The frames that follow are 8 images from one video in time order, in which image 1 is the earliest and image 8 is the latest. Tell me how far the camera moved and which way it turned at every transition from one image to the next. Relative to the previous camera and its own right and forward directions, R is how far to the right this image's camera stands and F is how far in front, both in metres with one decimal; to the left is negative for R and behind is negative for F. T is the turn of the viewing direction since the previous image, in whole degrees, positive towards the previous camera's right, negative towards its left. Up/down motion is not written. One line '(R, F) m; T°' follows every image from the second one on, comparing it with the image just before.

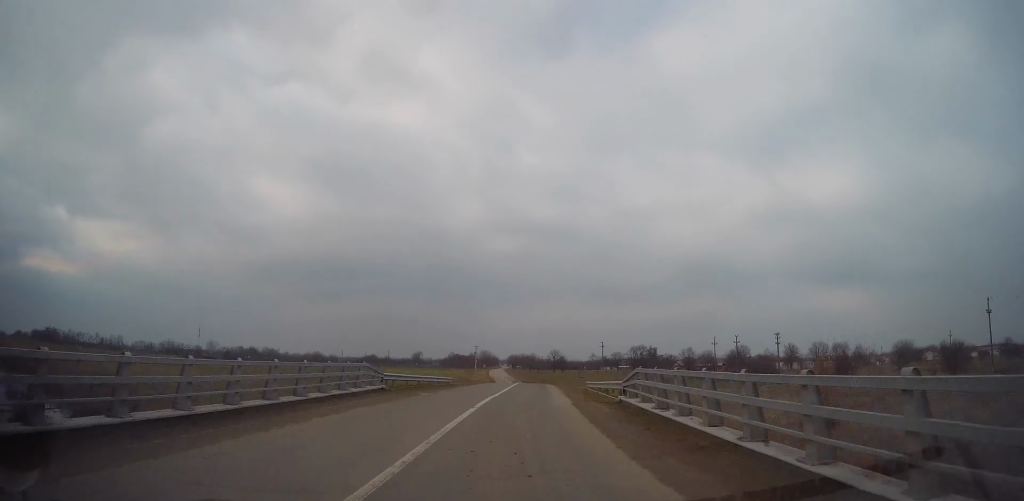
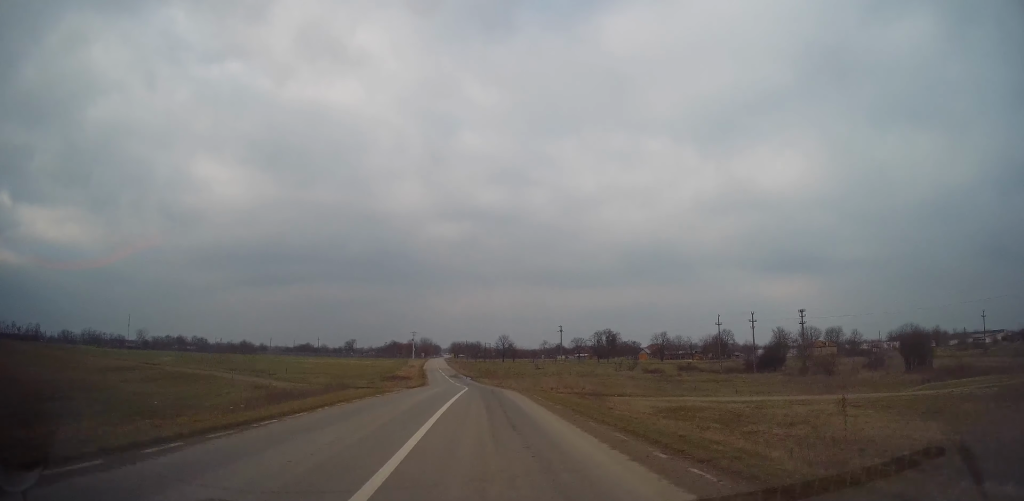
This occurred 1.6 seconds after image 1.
(+3.2, +32.9) m; +8°
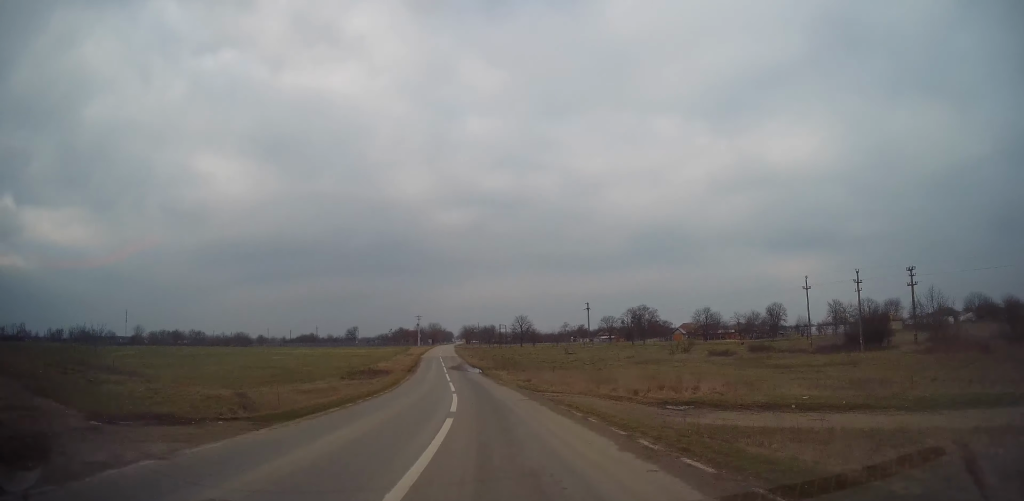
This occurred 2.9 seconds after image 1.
(-0.1, +26.5) m; -1°
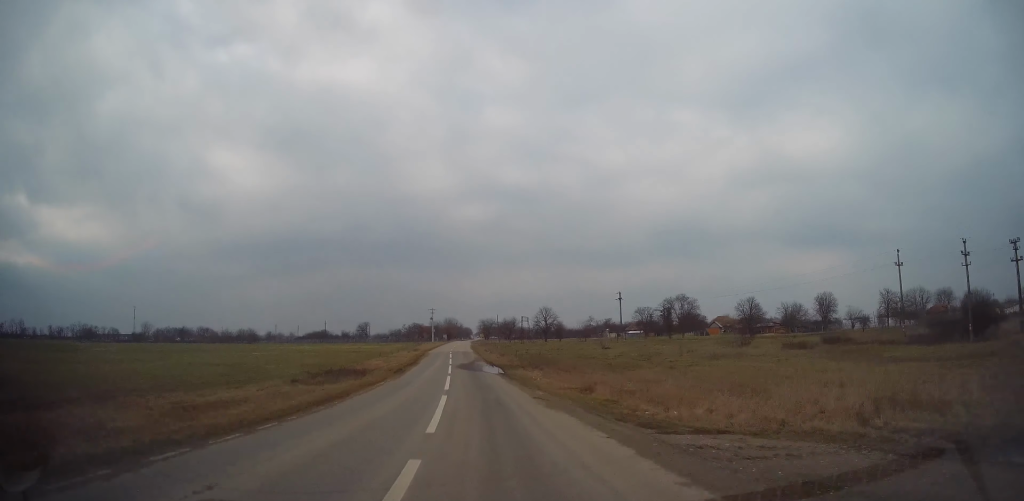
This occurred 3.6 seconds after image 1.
(-0.1, +16.3) m; -2°
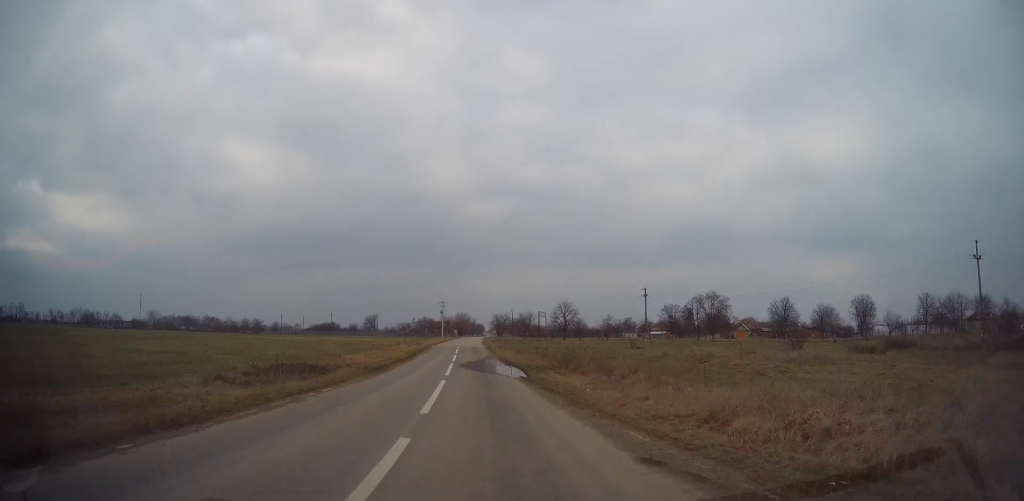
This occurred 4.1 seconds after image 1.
(-0.2, +10.7) m; -1°
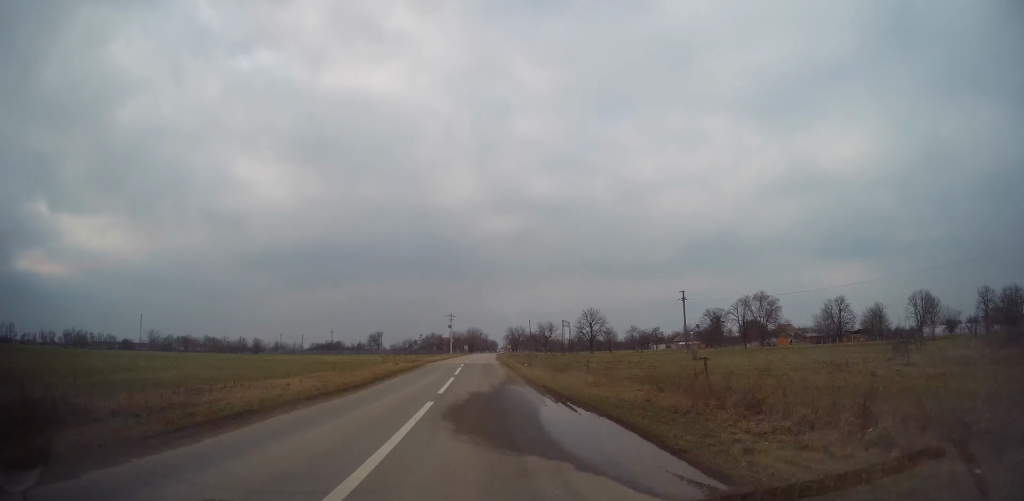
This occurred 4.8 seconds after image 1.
(-0.4, +17.8) m; -1°
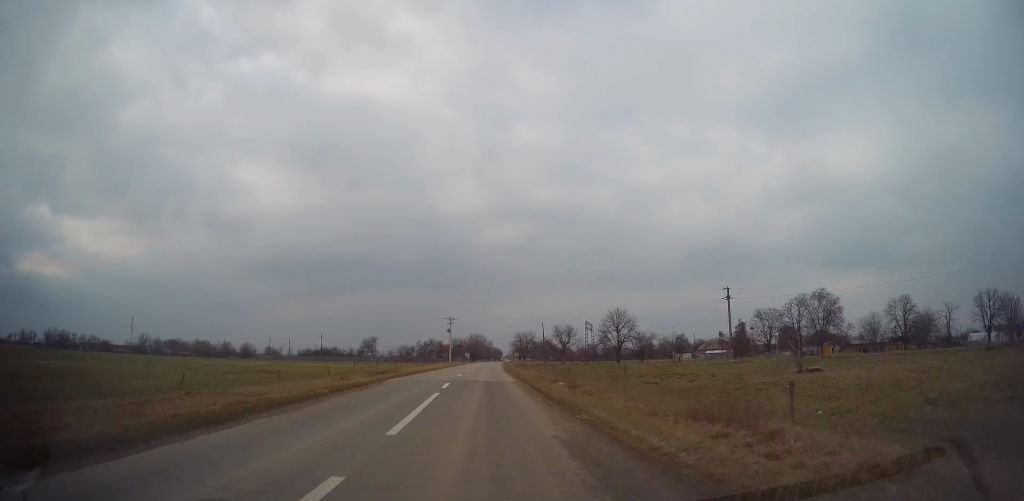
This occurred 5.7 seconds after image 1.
(-0.3, +19.7) m; 0°
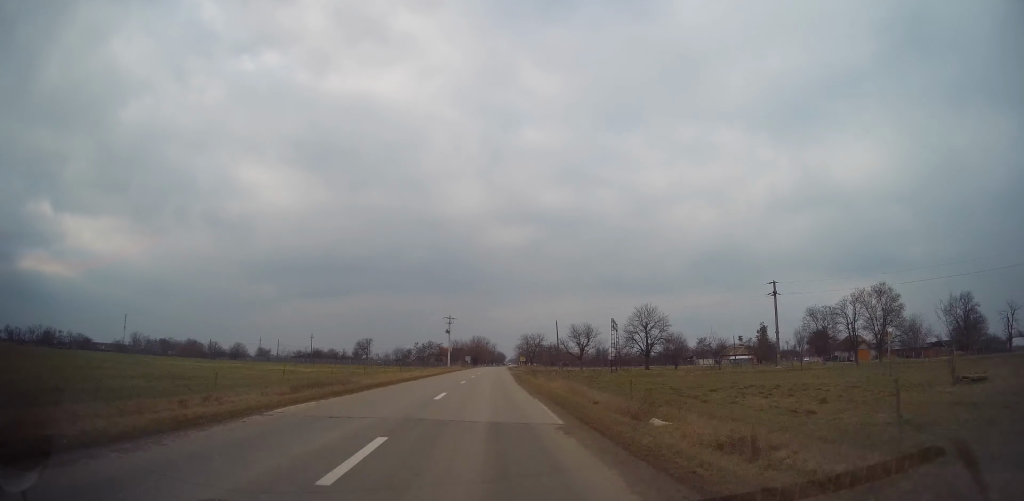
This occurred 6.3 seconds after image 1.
(+0.2, +15.1) m; 0°
